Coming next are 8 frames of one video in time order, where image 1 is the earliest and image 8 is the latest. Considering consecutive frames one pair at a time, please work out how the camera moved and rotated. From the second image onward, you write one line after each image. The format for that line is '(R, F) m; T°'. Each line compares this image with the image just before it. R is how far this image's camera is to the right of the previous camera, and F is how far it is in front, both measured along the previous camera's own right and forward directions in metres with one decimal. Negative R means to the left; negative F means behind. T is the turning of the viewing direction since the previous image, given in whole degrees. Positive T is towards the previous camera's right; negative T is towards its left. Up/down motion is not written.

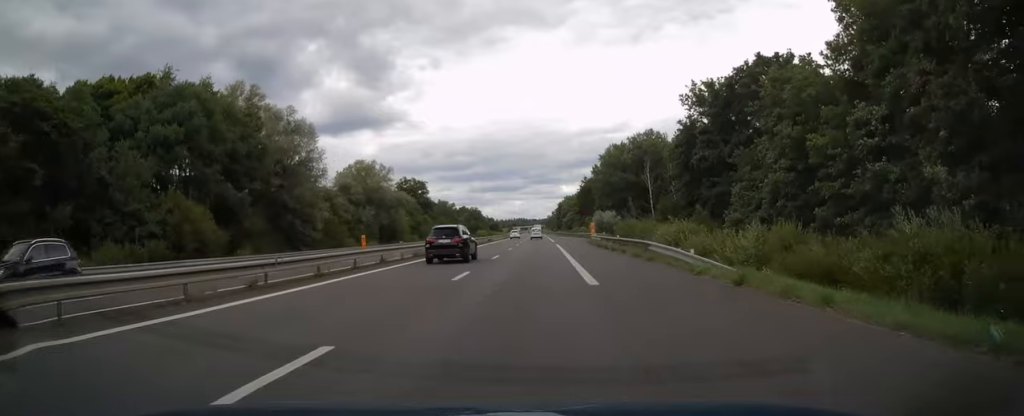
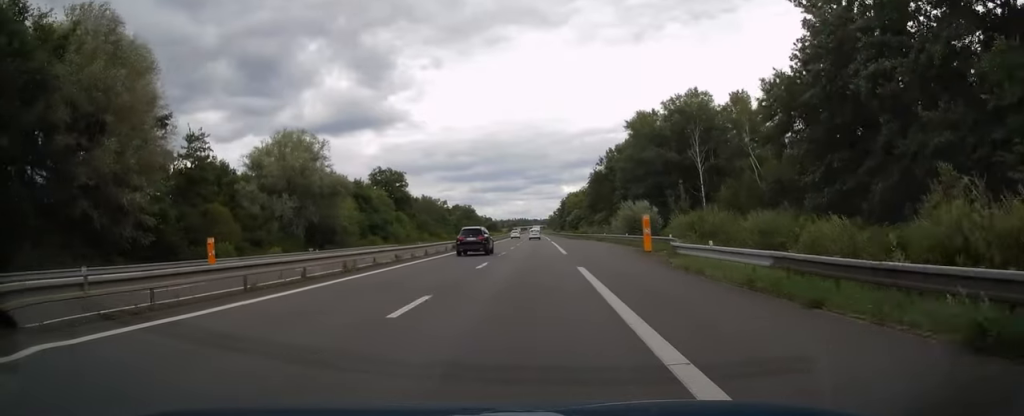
(-0.3, +33.2) m; -1°
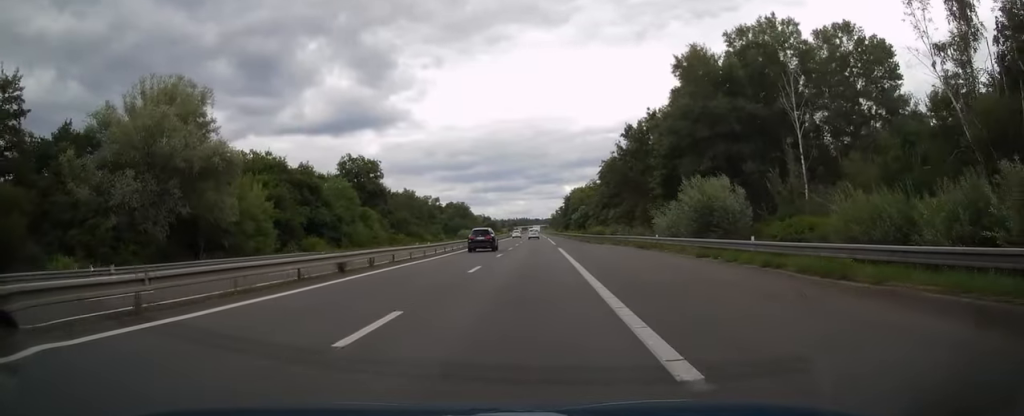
(0.0, +28.3) m; 0°
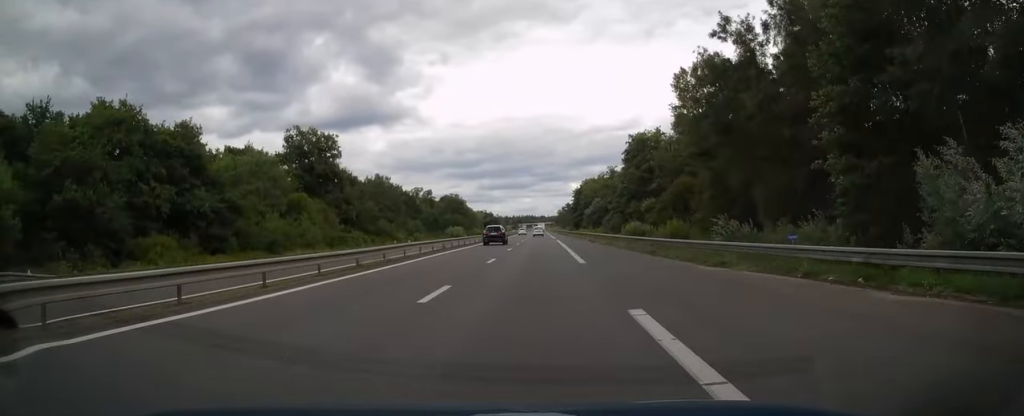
(-0.1, +34.7) m; 0°
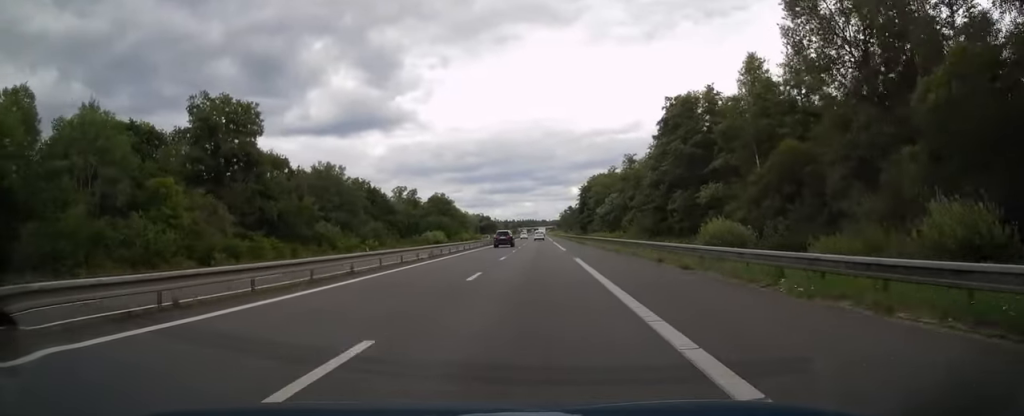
(0.0, +32.8) m; 0°
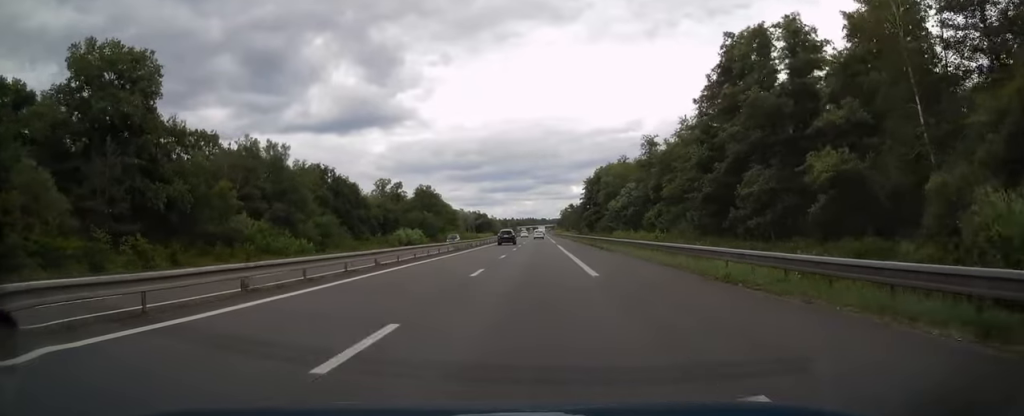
(0.0, +24.5) m; 0°
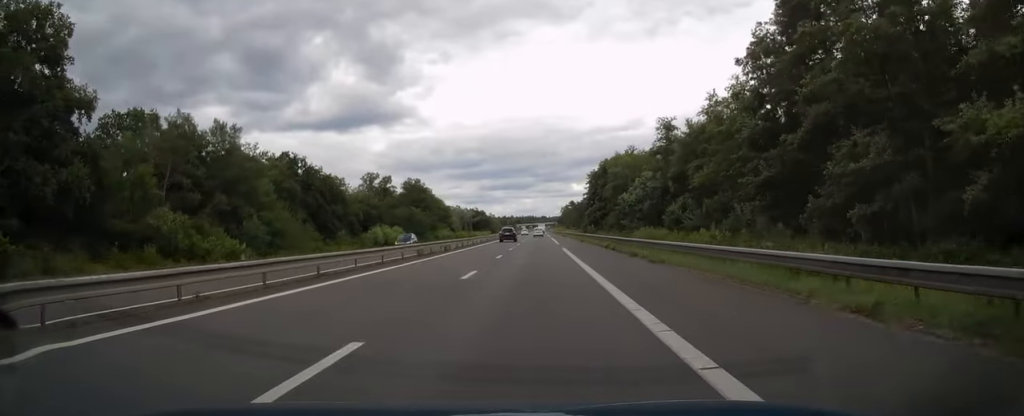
(0.0, +14.7) m; 0°
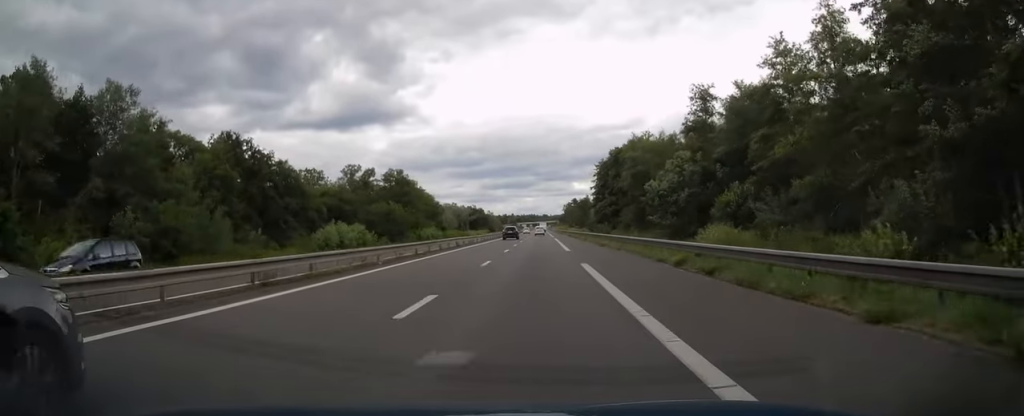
(0.0, +20.6) m; 0°
